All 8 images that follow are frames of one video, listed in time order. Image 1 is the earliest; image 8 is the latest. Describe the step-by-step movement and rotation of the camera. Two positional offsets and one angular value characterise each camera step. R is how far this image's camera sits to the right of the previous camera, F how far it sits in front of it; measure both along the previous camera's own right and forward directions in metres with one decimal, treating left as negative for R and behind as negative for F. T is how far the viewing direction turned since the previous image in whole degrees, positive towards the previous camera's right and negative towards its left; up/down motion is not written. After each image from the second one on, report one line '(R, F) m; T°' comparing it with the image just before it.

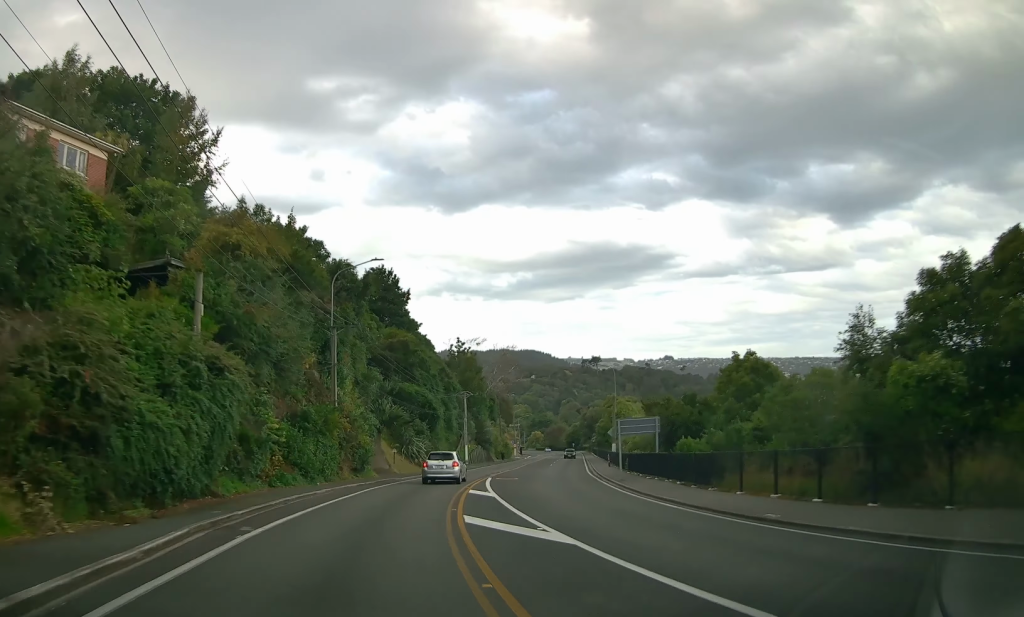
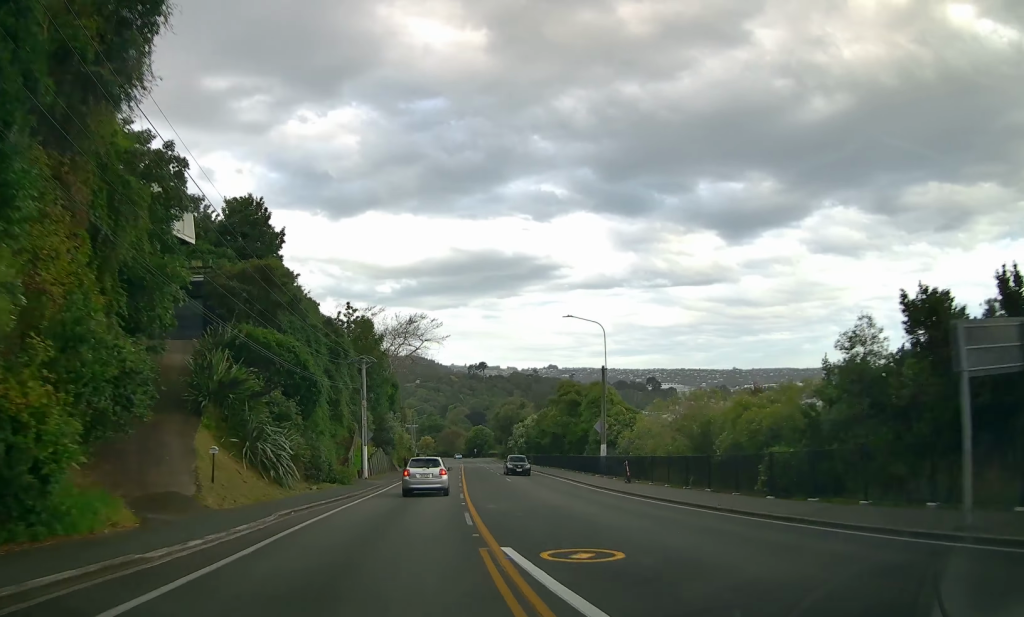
(+2.7, +26.8) m; +11°
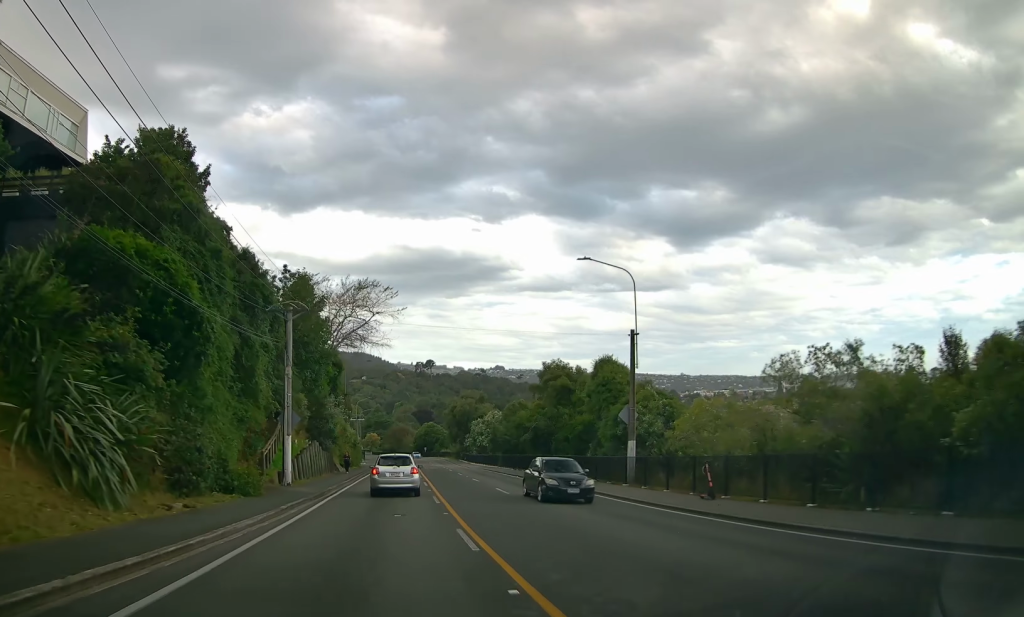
(+0.4, +13.4) m; +2°
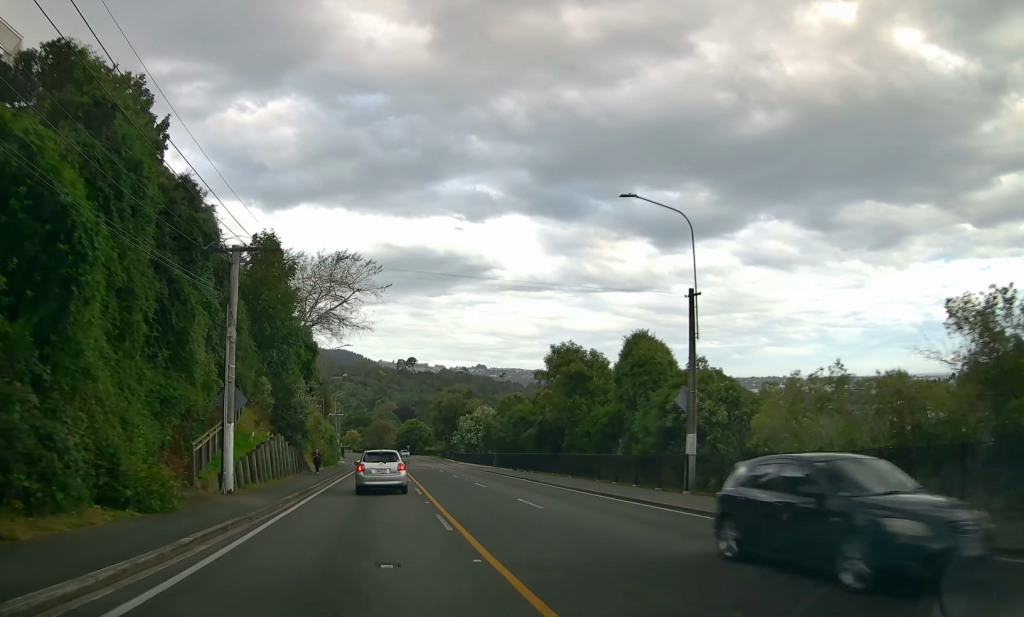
(-0.1, +7.9) m; +1°
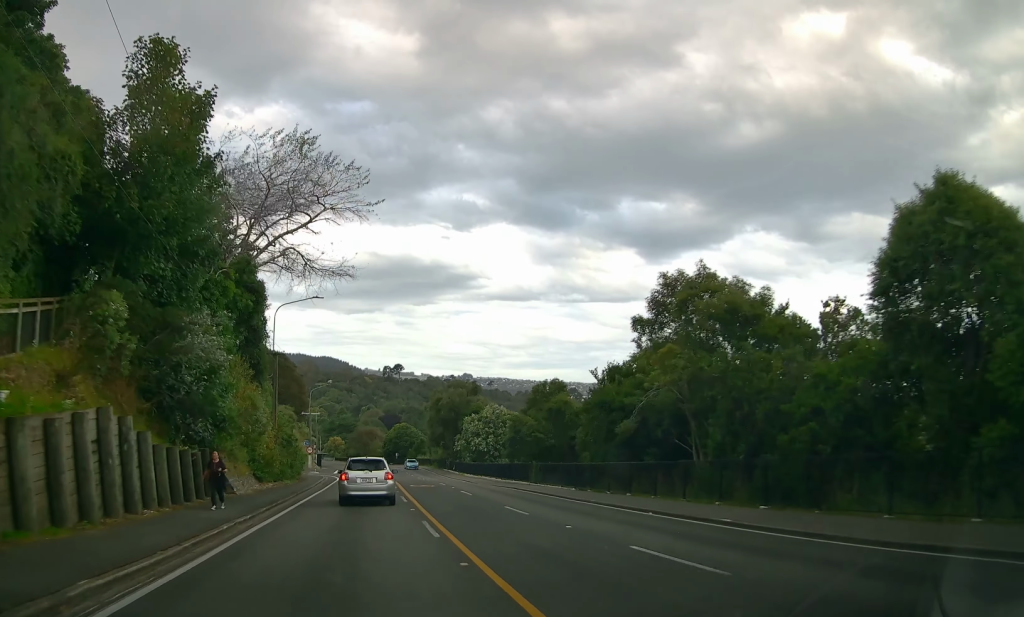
(+1.0, +19.9) m; +3°
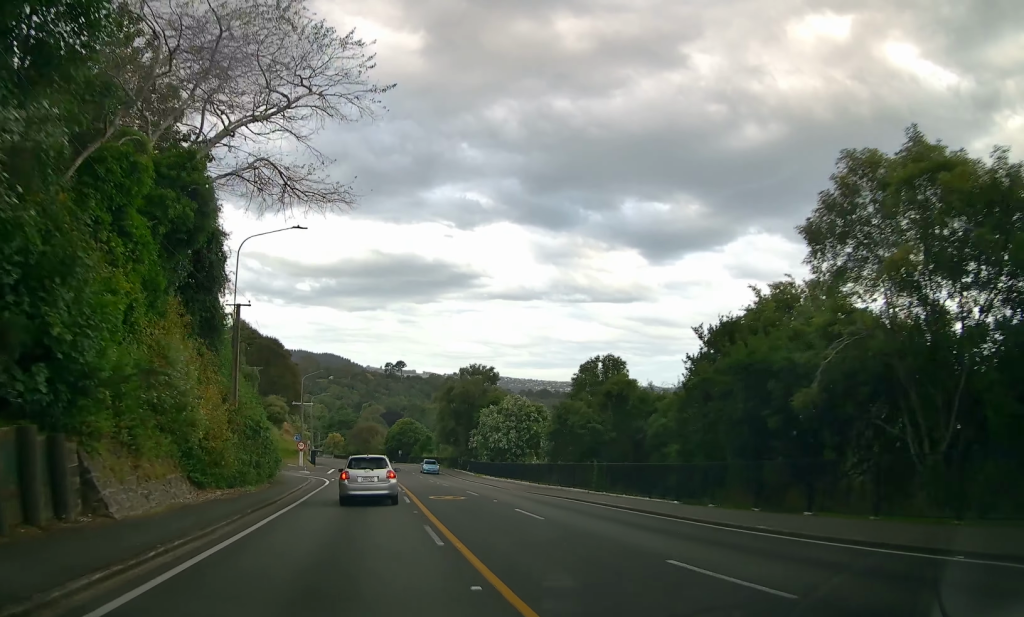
(-0.2, +11.8) m; -3°
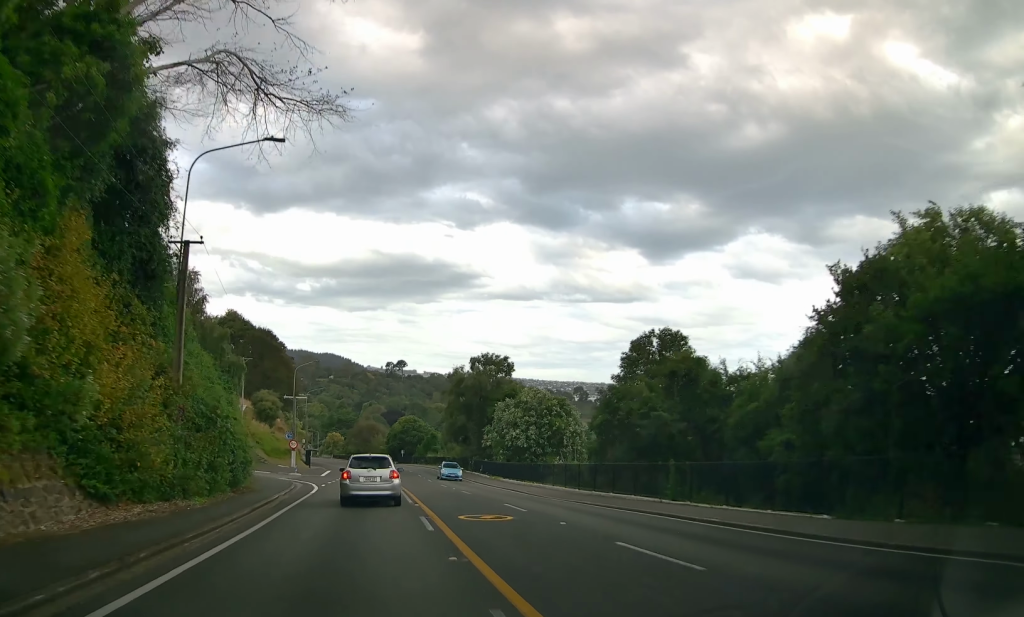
(-0.2, +8.1) m; 0°
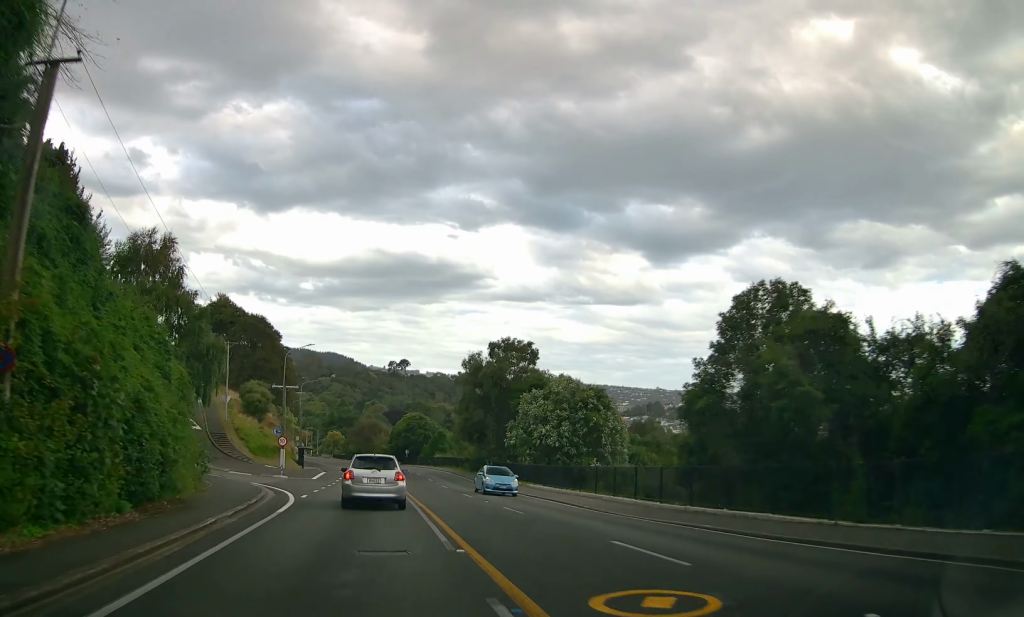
(-0.3, +9.3) m; +3°
